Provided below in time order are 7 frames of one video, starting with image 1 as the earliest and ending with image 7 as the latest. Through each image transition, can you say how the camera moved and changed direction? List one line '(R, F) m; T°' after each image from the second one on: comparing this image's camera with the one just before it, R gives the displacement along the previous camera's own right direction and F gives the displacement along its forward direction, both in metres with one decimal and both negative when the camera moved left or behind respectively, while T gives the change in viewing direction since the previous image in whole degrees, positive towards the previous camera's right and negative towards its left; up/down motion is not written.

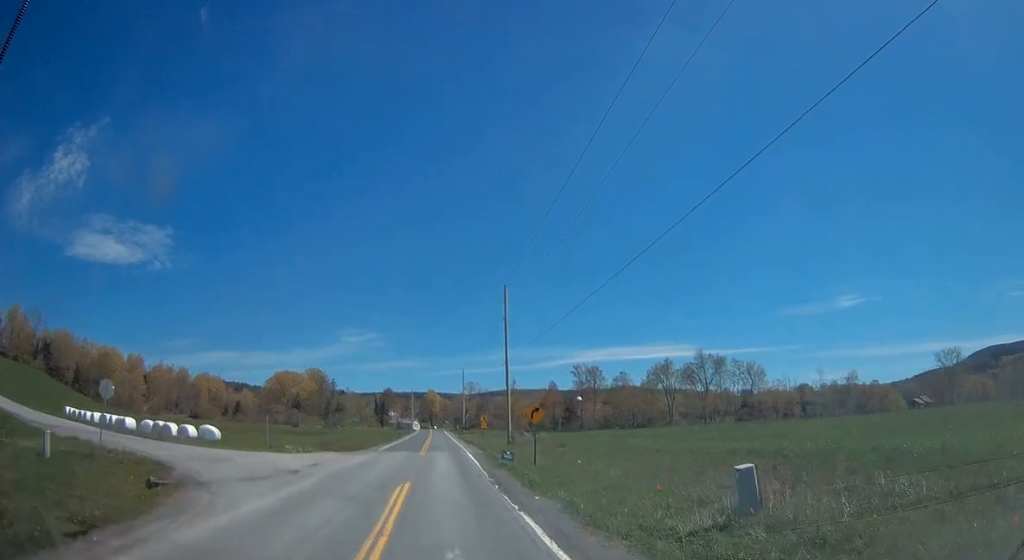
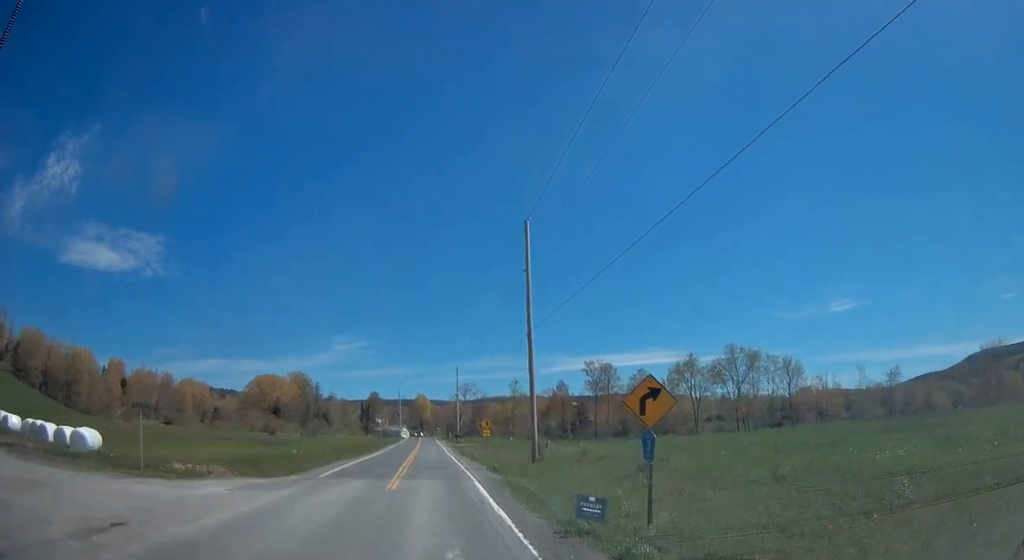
(0.0, +16.3) m; 0°
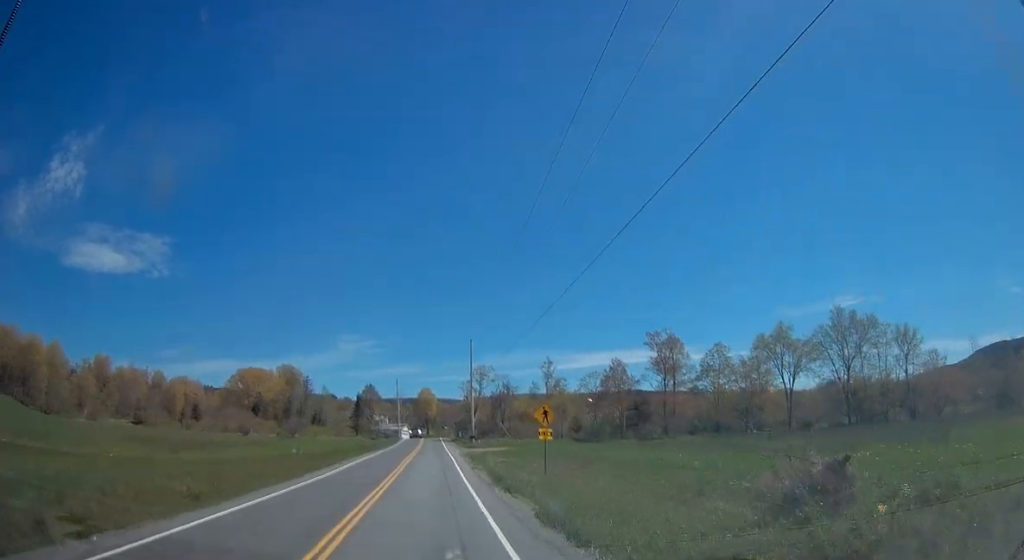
(+0.3, +27.9) m; +1°
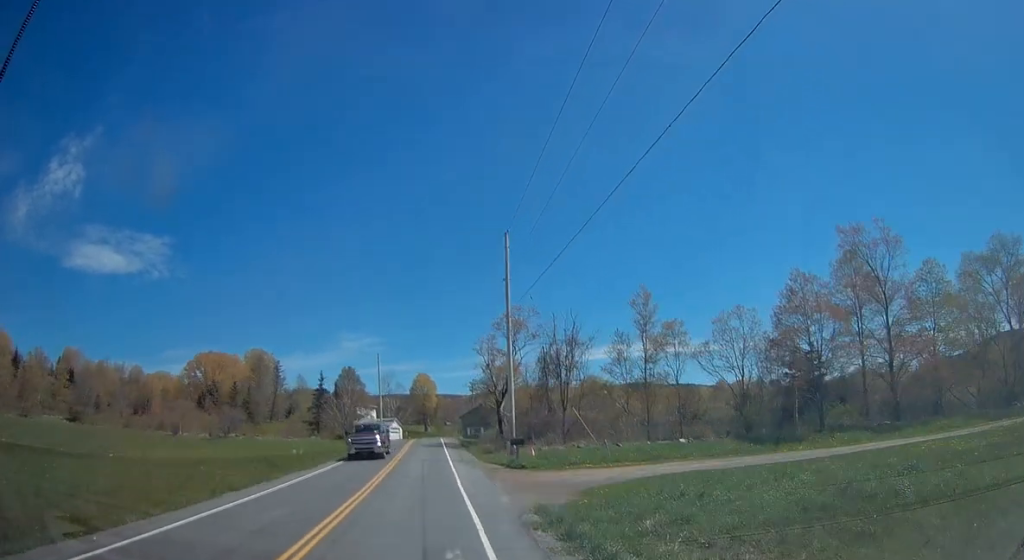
(-0.4, +38.6) m; -2°
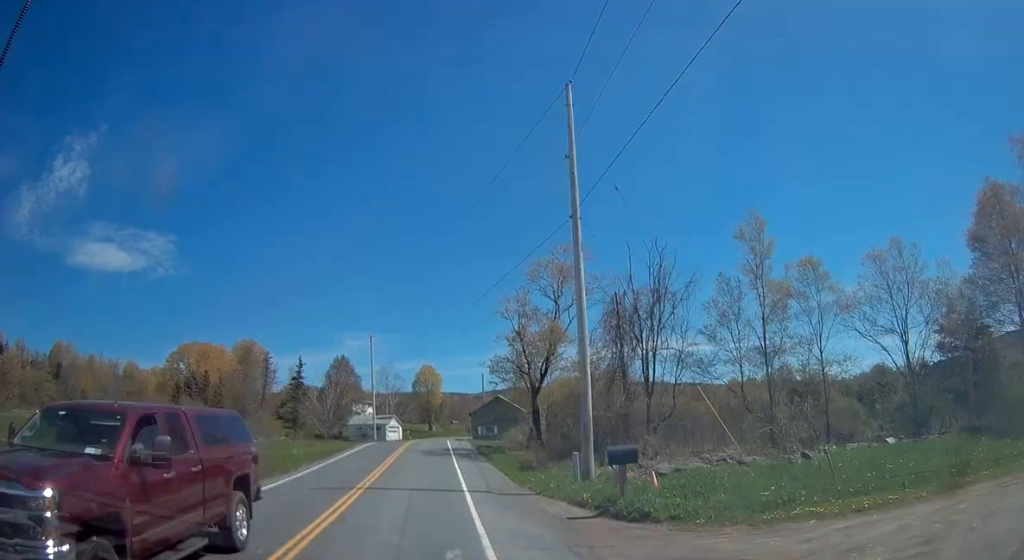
(-0.1, +15.7) m; -1°
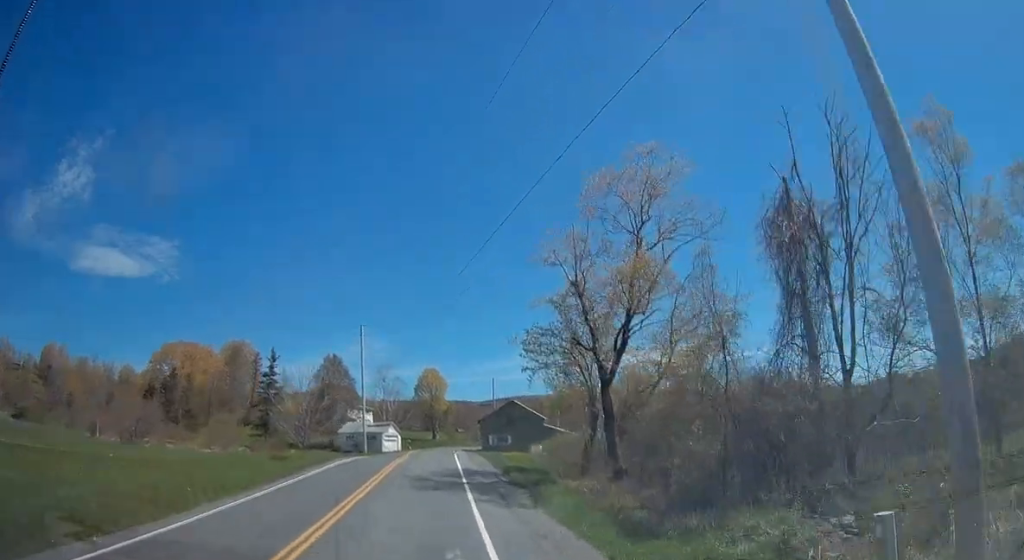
(0.0, +12.8) m; 0°
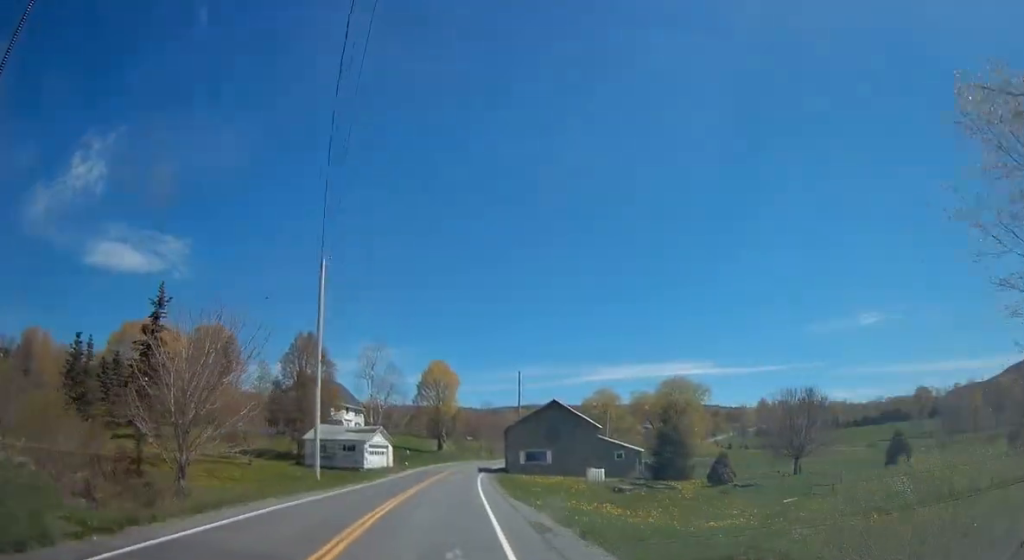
(+0.1, +24.9) m; 0°
